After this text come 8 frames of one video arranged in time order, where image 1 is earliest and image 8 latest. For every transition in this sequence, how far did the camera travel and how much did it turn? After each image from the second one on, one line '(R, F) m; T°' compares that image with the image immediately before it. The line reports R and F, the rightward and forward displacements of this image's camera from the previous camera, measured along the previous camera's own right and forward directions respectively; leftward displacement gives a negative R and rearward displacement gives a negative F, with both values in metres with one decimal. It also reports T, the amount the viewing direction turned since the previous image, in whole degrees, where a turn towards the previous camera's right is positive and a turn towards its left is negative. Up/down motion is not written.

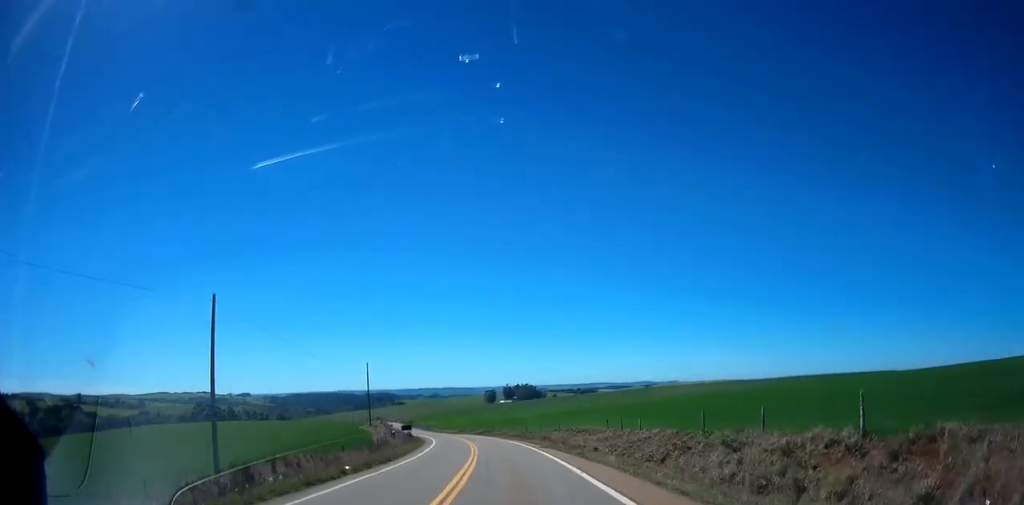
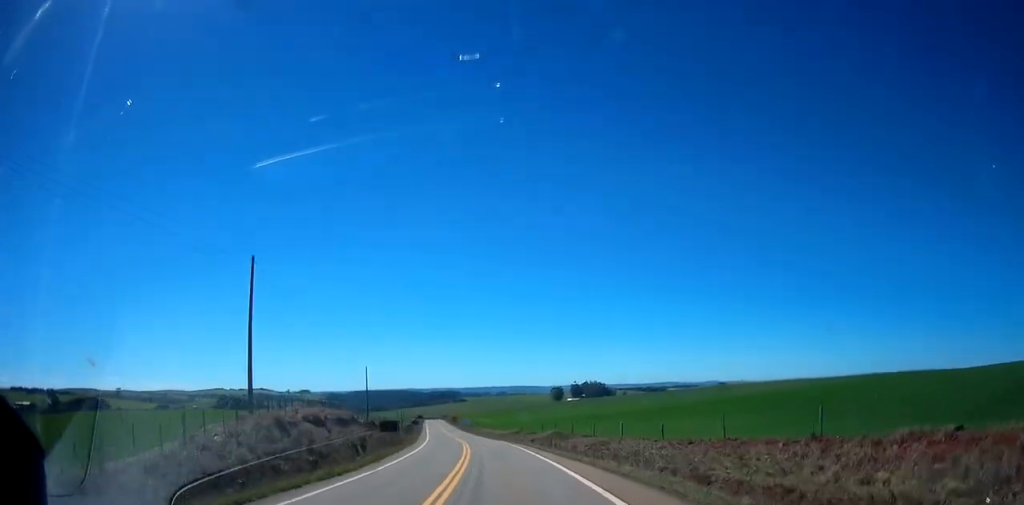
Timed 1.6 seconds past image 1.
(-0.9, +58.6) m; -3°
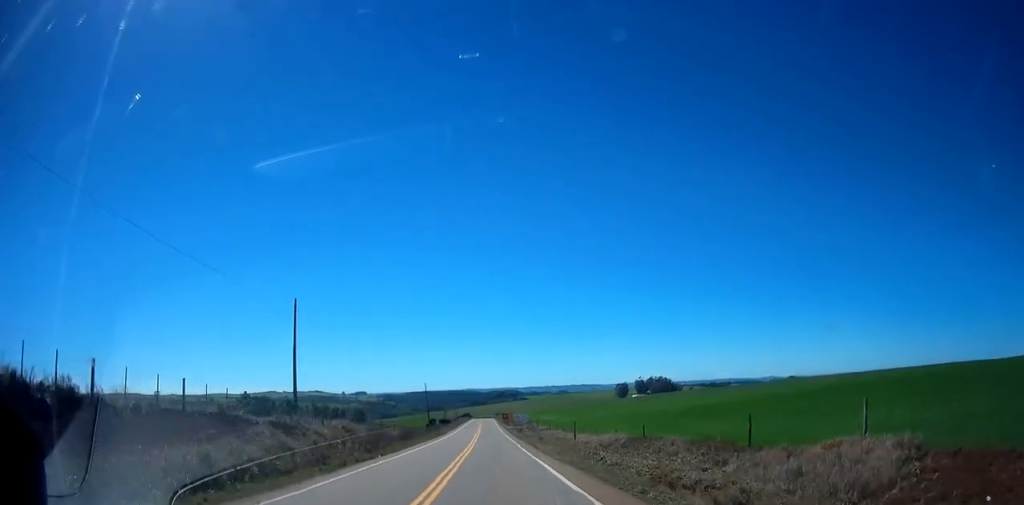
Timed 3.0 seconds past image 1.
(-3.1, +53.8) m; -6°
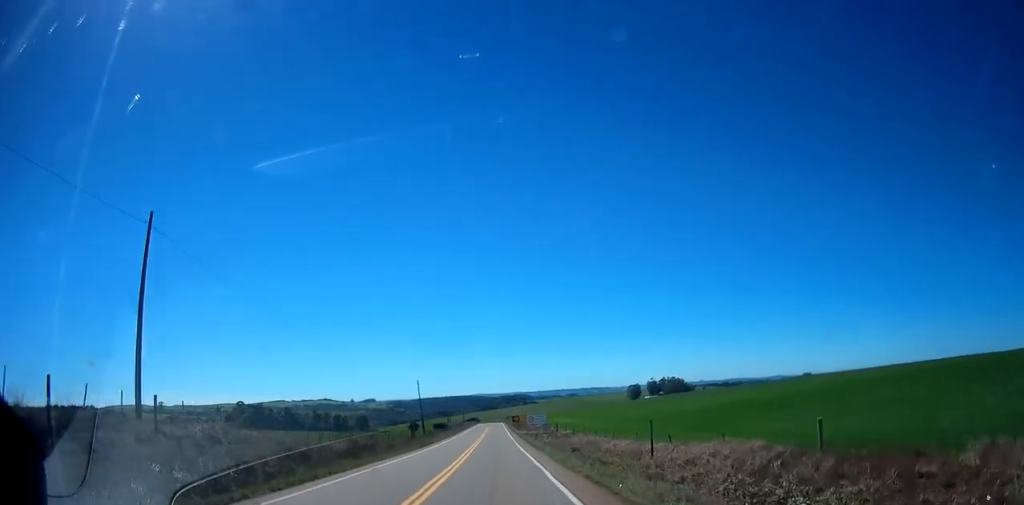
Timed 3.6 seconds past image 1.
(-0.2, +22.4) m; -3°
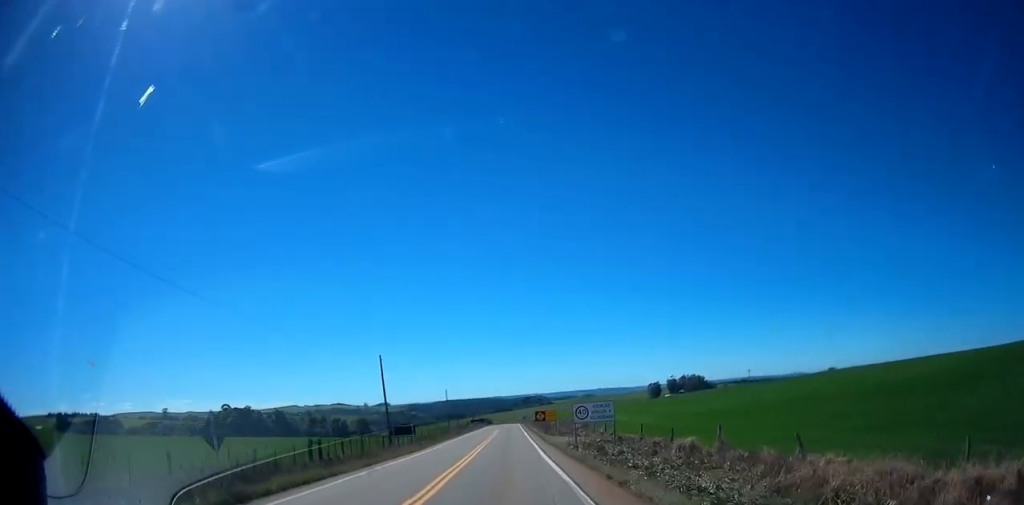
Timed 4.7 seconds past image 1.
(-1.8, +40.1) m; -4°
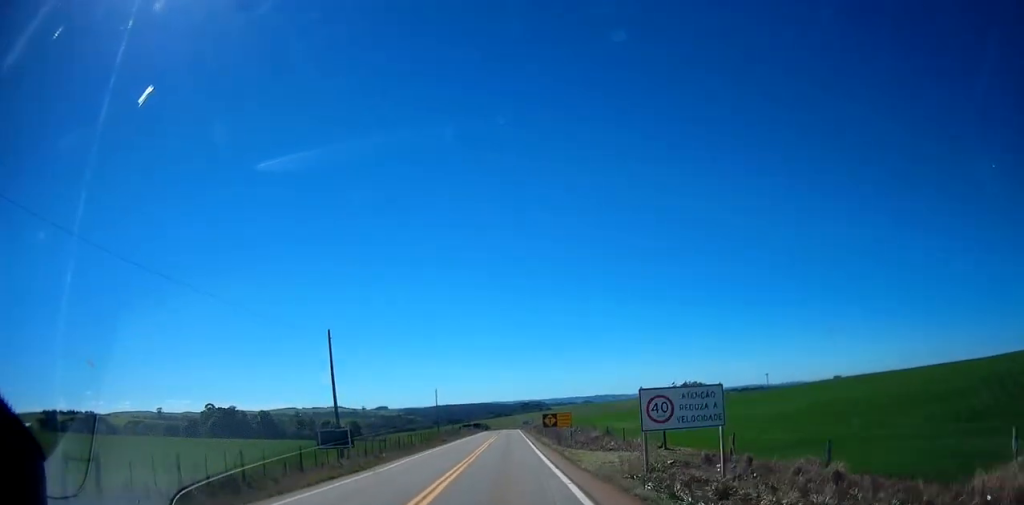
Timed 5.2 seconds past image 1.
(-0.2, +18.8) m; -1°
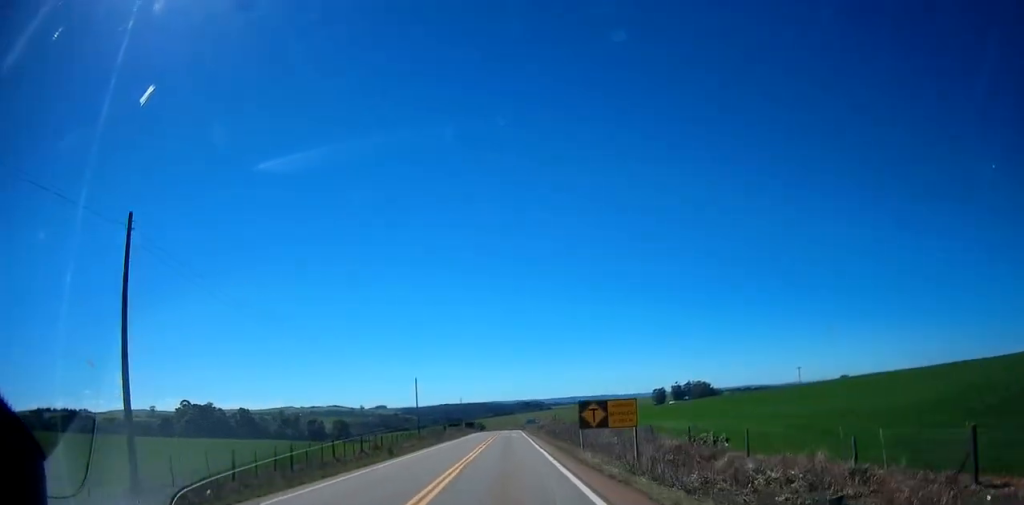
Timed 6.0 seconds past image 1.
(-0.2, +28.0) m; -1°
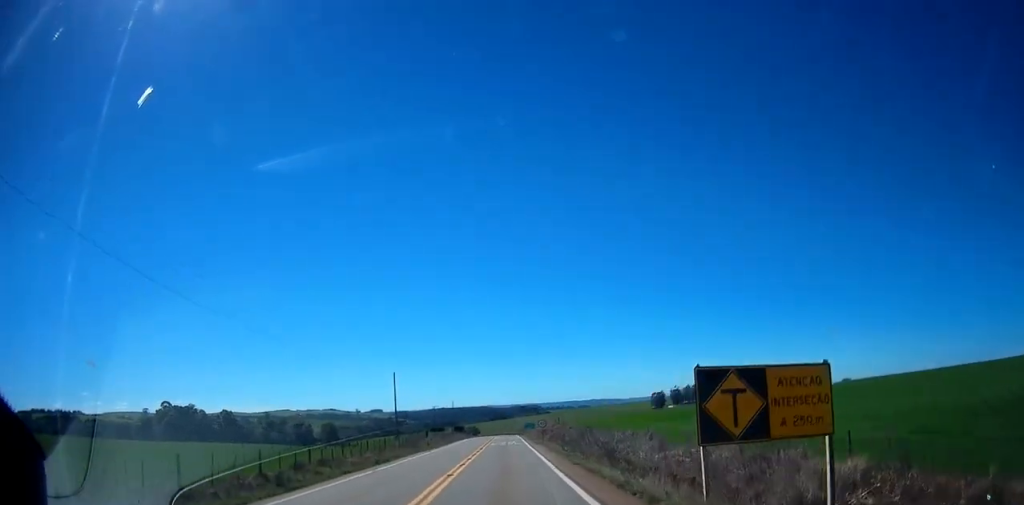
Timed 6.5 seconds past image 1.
(-0.2, +17.4) m; 0°
